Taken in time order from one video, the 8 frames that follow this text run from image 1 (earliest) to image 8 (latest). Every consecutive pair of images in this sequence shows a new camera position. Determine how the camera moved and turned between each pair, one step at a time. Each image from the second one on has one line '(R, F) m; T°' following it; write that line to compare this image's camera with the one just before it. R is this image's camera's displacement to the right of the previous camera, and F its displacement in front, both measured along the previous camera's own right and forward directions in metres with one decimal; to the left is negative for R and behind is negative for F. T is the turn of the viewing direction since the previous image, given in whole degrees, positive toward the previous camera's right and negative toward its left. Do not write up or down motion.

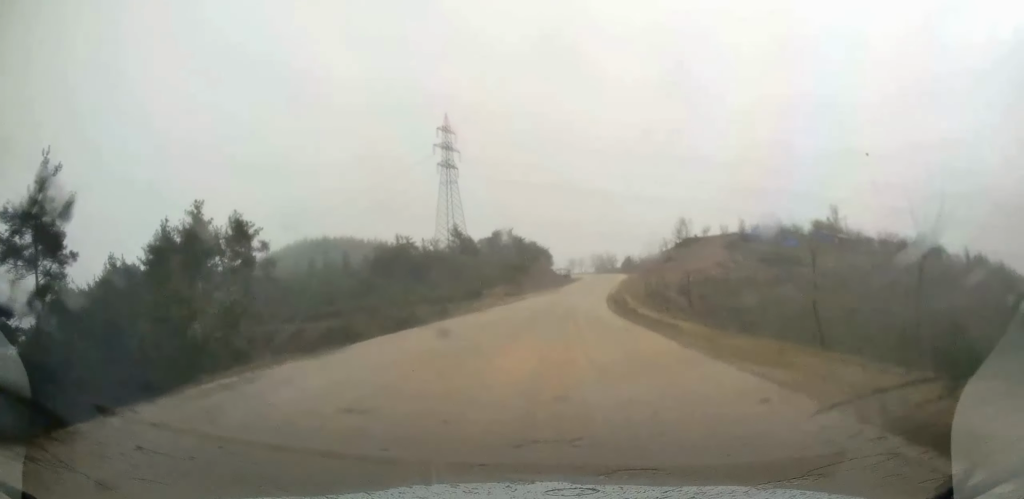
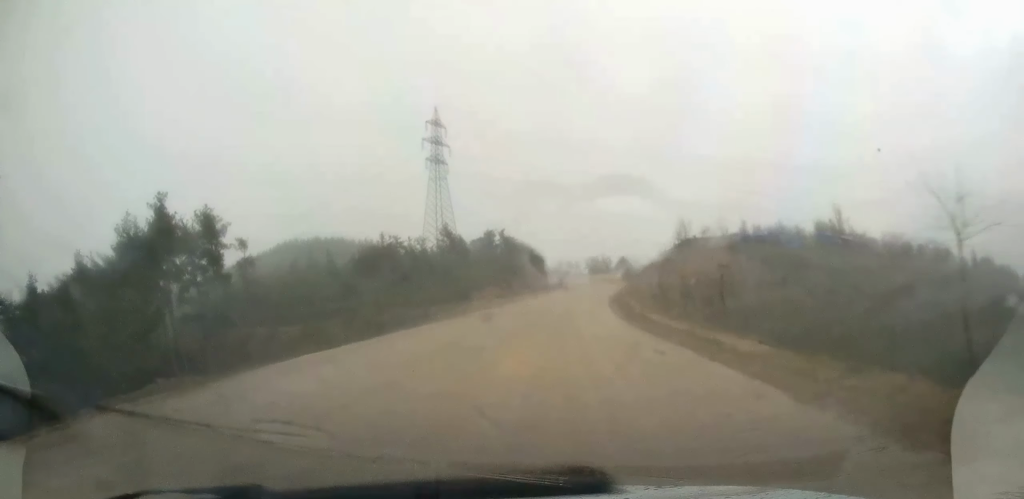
(+0.1, +7.0) m; +1°
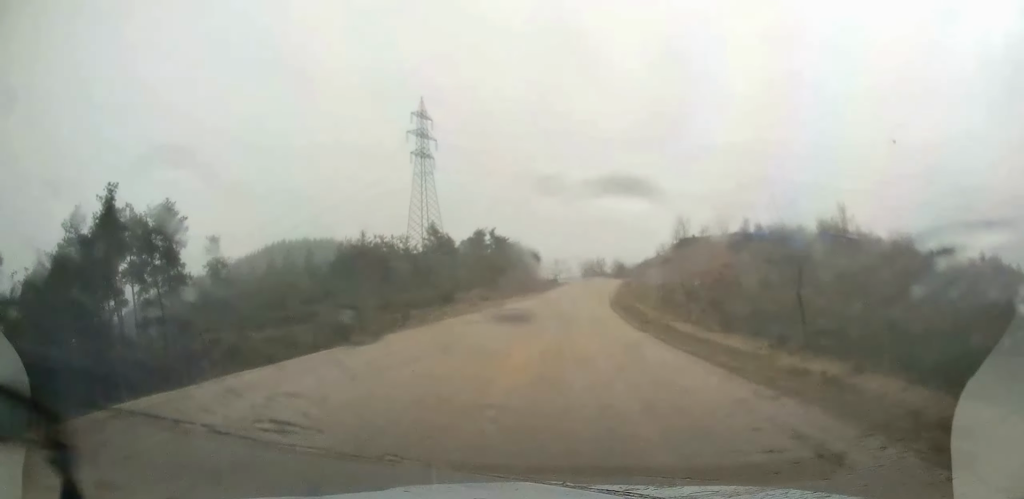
(+0.1, +8.1) m; +1°
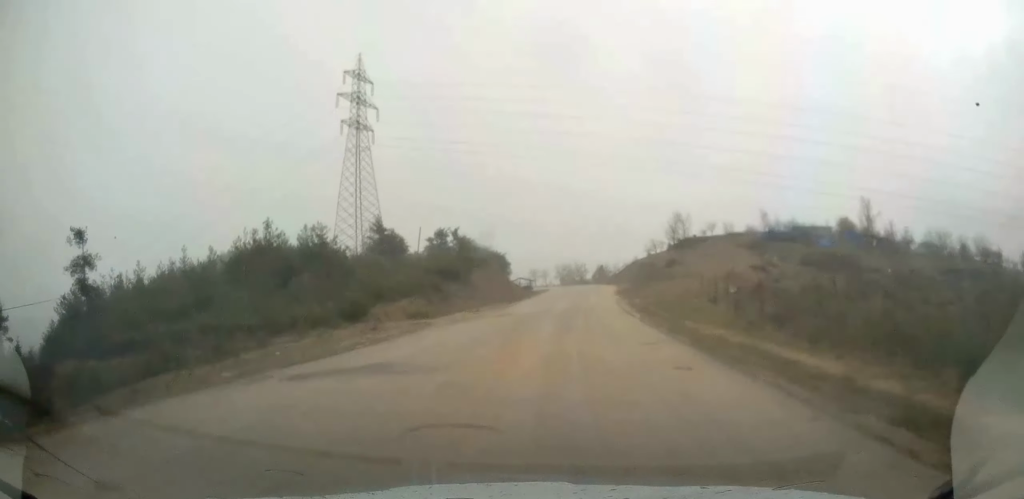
(+0.8, +30.5) m; +3°
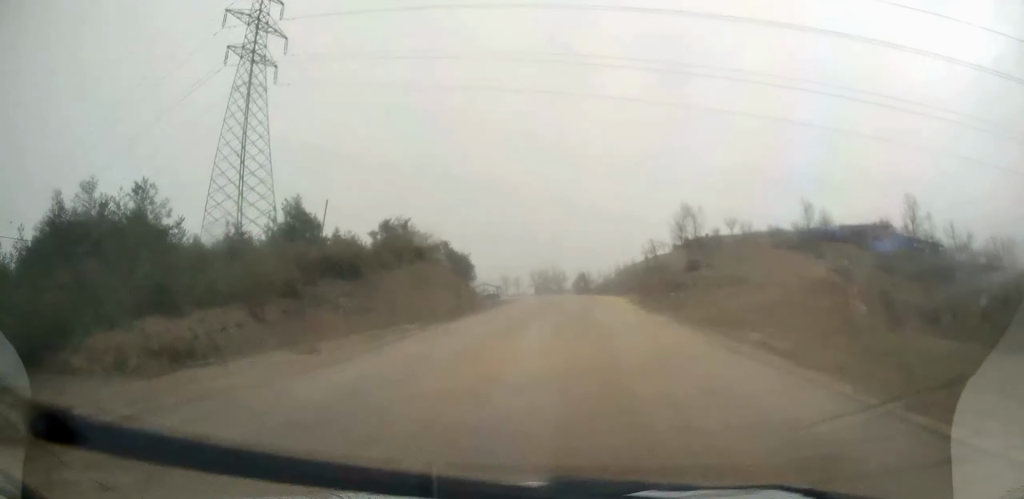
(+0.4, +33.1) m; +3°
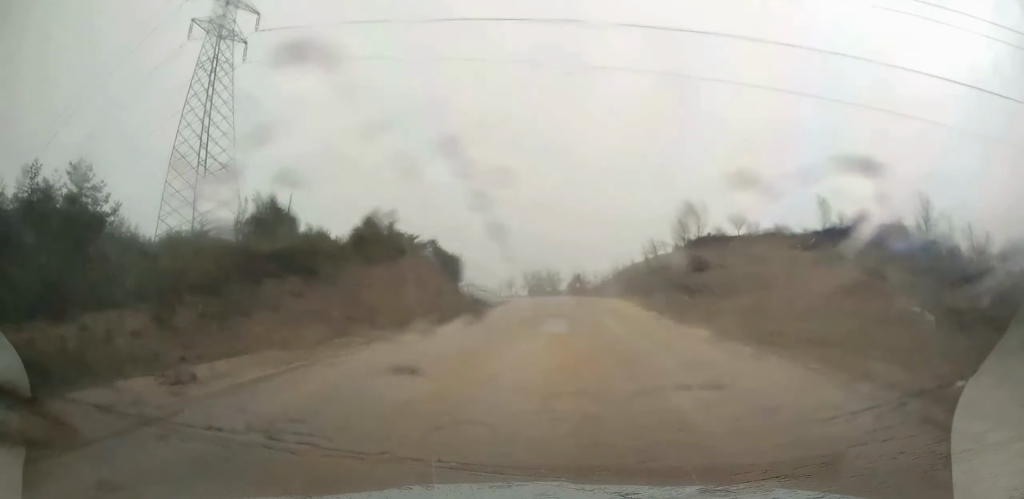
(+0.1, +7.5) m; 0°
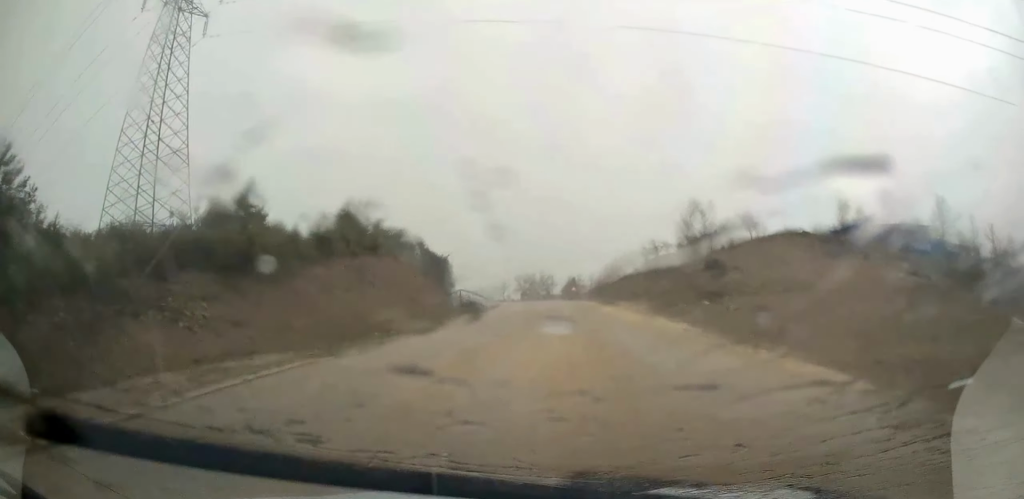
(+0.1, +8.0) m; 0°
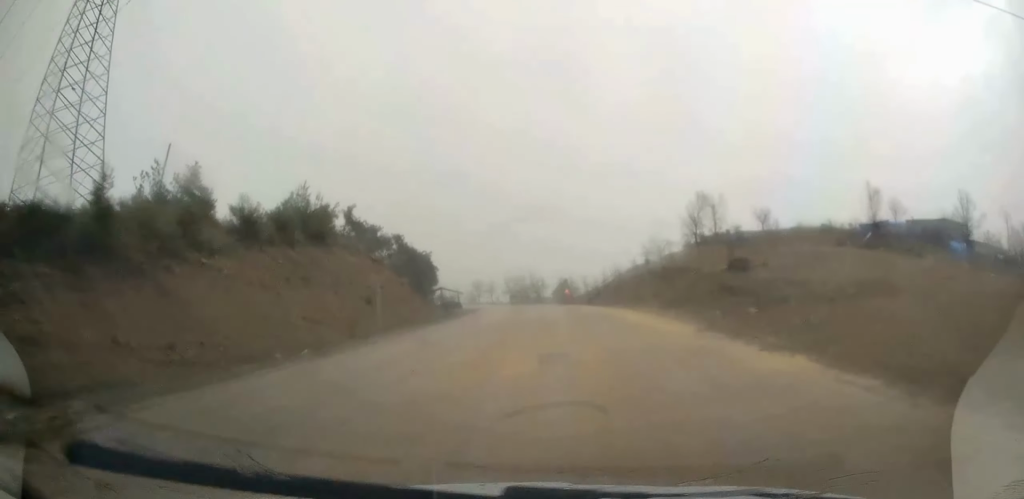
(0.0, +10.9) m; 0°
